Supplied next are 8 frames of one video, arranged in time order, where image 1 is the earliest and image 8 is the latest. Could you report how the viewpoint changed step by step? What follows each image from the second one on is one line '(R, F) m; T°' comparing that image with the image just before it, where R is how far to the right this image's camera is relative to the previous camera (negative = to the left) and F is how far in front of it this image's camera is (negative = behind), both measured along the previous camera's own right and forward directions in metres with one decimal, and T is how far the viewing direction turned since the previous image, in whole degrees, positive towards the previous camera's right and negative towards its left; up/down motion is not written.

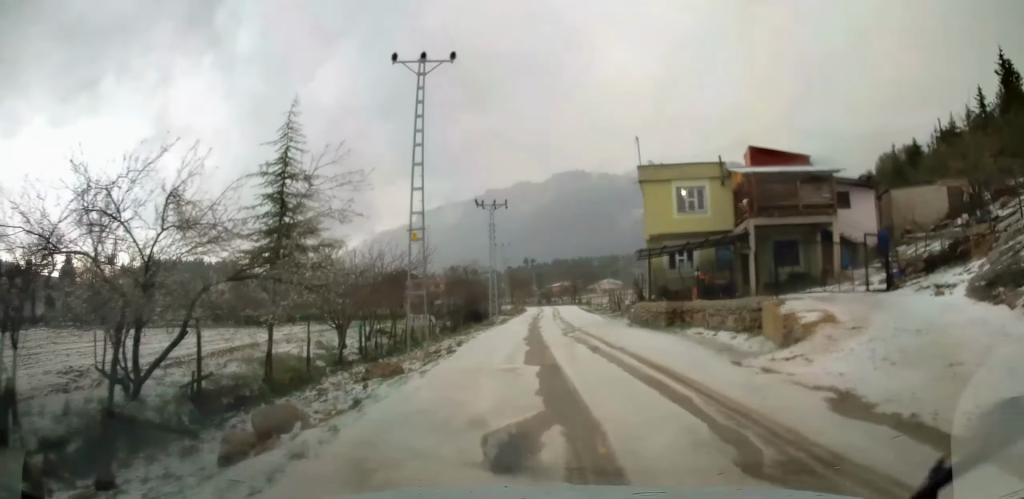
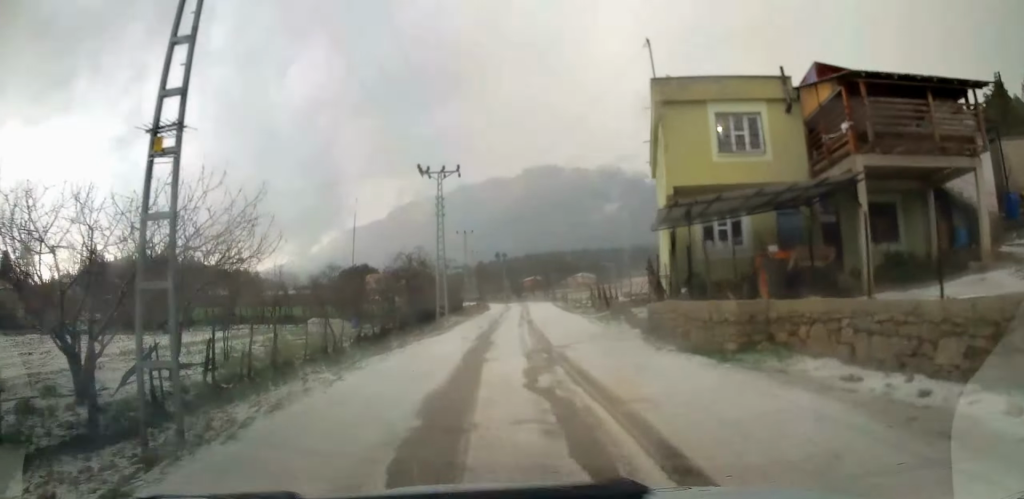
(+0.2, +12.1) m; 0°
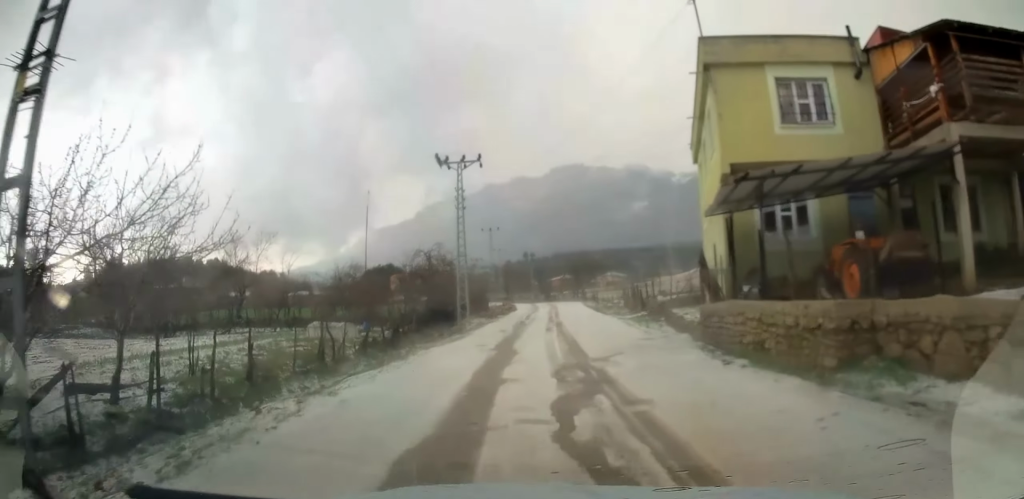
(0.0, +3.1) m; 0°
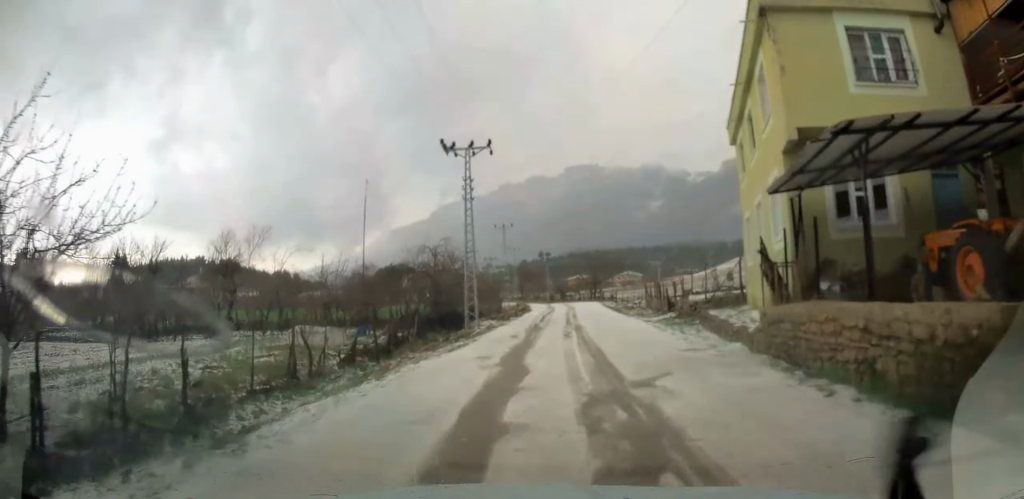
(0.0, +3.5) m; 0°
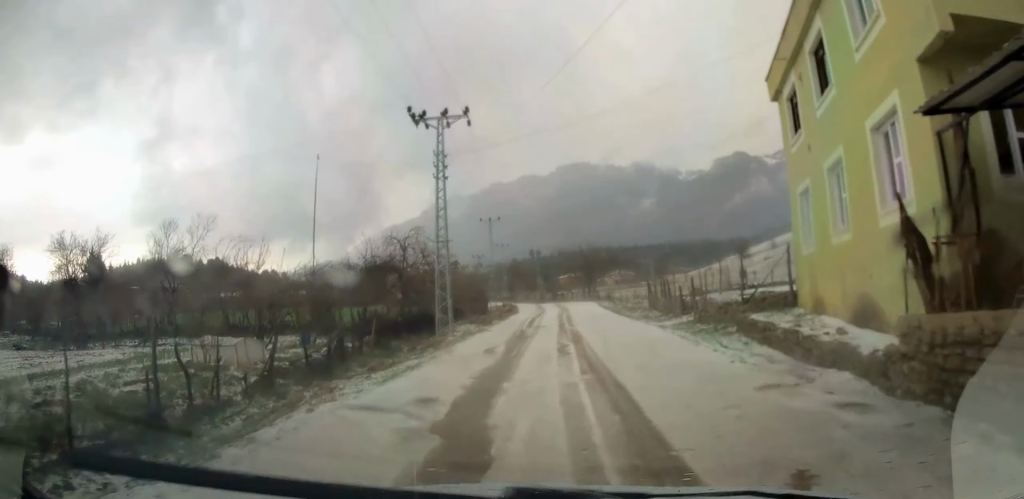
(-0.1, +5.6) m; 0°
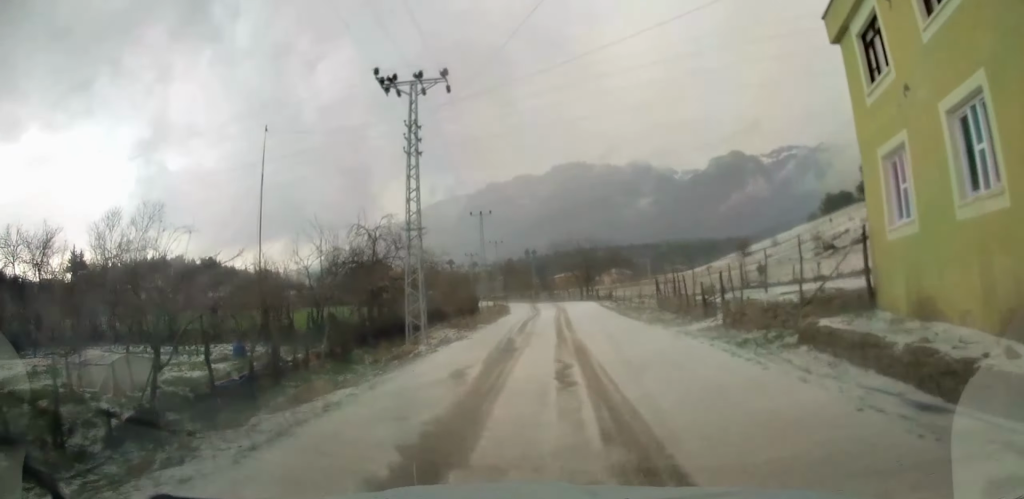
(0.0, +4.7) m; +1°
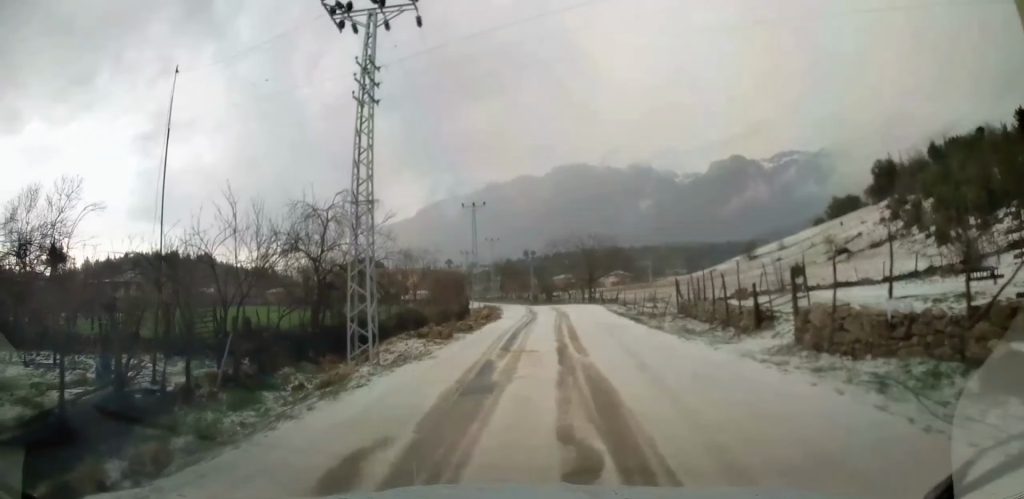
(+0.1, +6.1) m; 0°
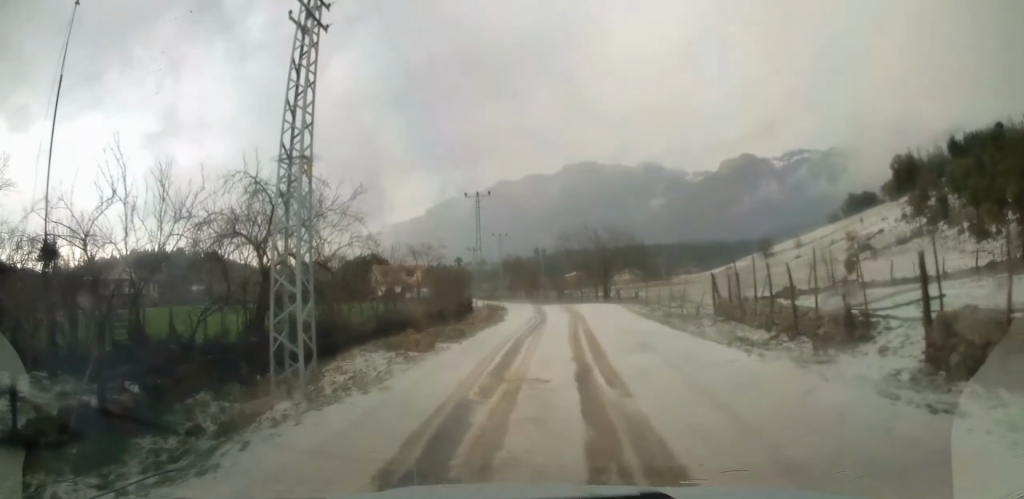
(0.0, +4.9) m; -1°
